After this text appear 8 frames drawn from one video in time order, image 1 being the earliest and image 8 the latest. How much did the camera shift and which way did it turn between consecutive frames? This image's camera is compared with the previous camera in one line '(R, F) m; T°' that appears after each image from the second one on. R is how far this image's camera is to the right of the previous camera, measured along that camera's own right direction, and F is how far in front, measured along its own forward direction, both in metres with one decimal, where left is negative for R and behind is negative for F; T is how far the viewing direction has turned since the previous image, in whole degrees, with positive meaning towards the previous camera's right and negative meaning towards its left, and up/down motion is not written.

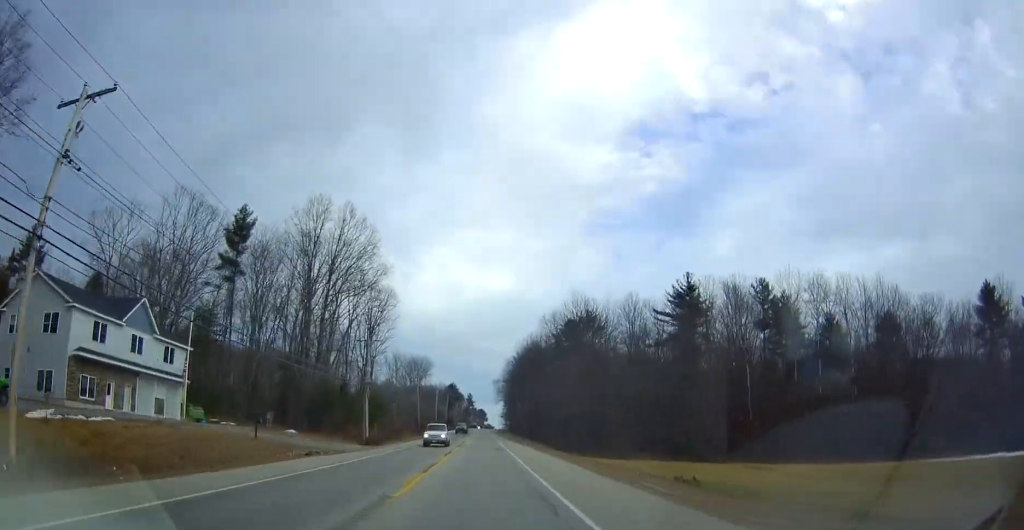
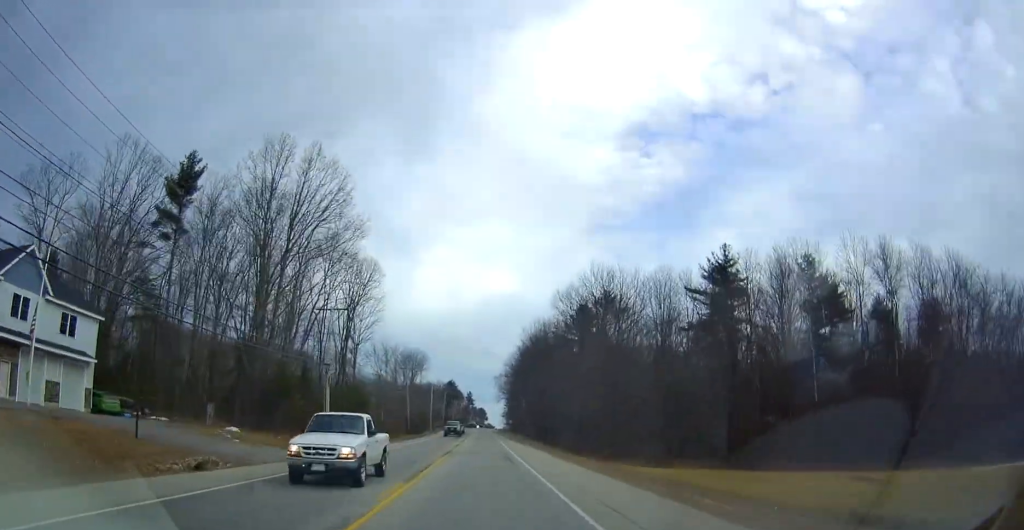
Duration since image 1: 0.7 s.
(+0.1, +15.3) m; -1°
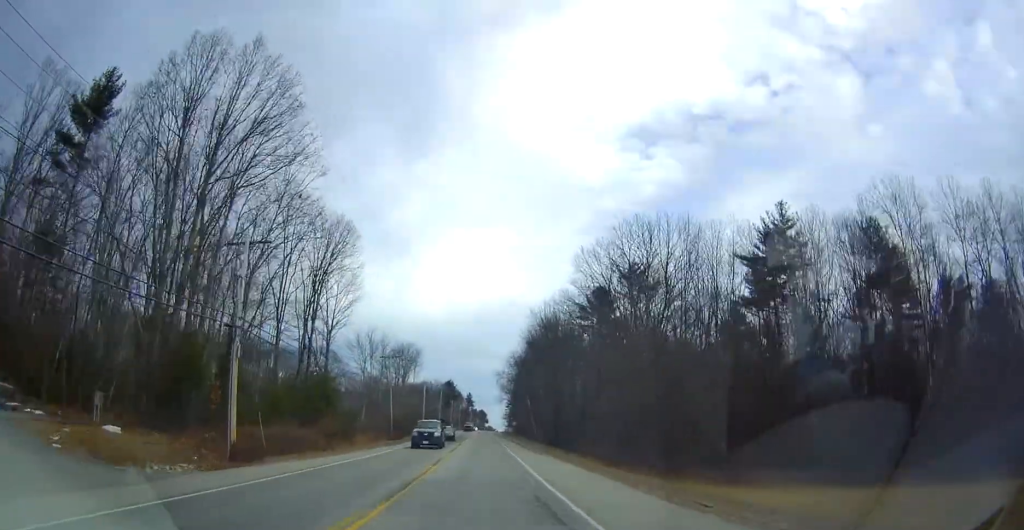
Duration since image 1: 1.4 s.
(-0.3, +17.3) m; 0°
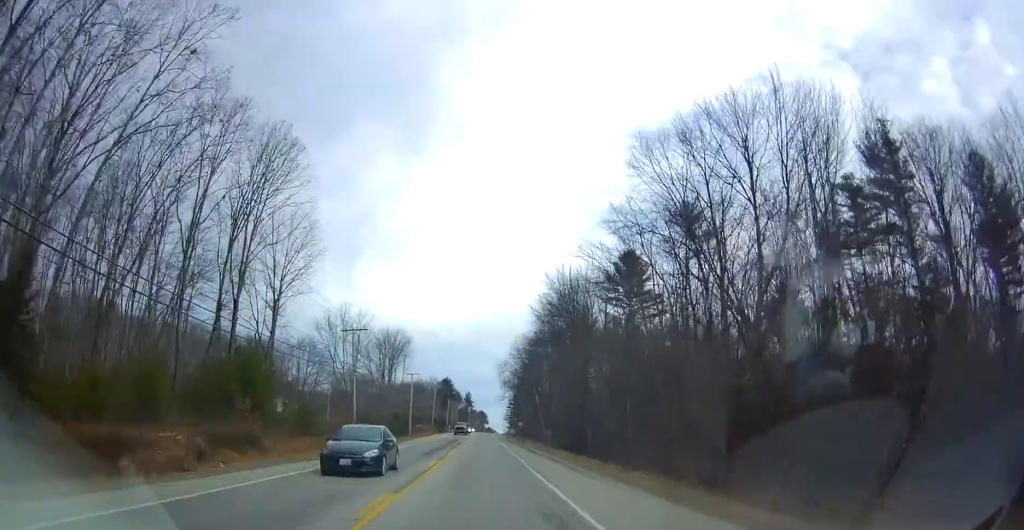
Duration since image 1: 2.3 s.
(+0.1, +21.1) m; +1°
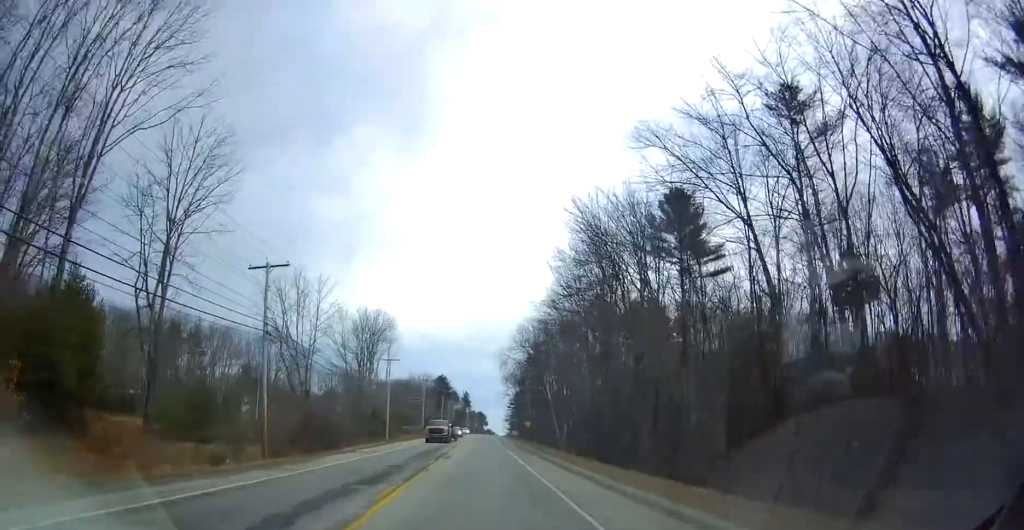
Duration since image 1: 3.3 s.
(+0.2, +21.9) m; 0°
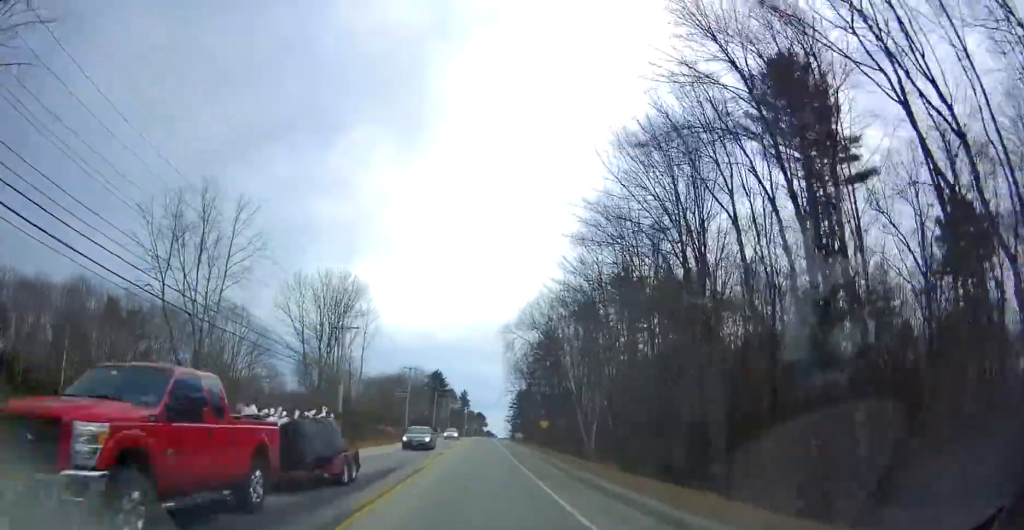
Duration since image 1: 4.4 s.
(-0.3, +24.9) m; -2°
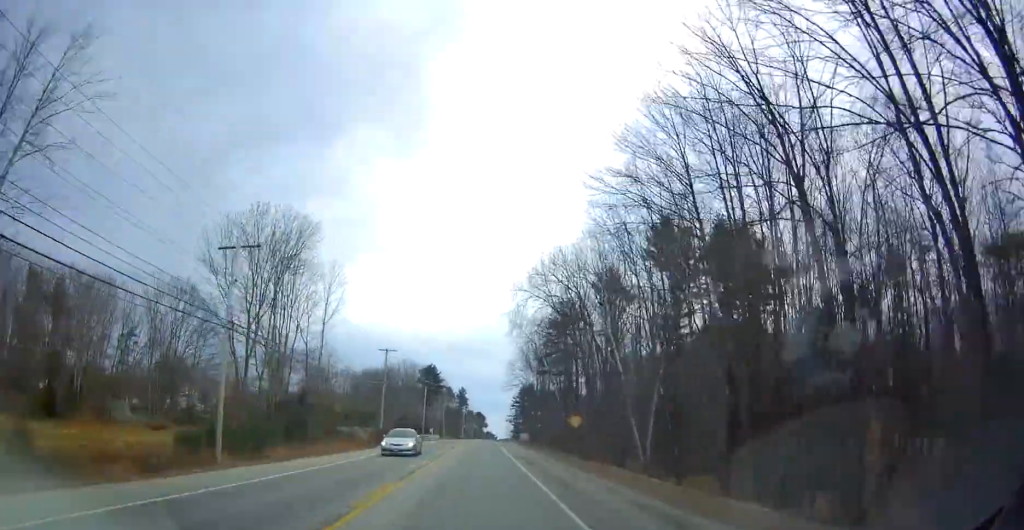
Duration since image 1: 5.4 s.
(-0.3, +23.8) m; 0°
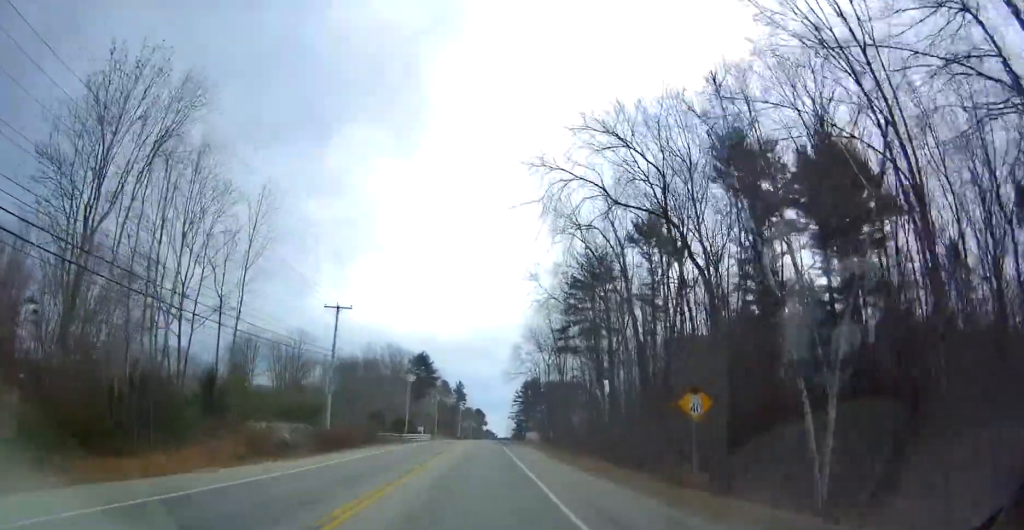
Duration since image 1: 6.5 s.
(+0.4, +25.3) m; +1°
